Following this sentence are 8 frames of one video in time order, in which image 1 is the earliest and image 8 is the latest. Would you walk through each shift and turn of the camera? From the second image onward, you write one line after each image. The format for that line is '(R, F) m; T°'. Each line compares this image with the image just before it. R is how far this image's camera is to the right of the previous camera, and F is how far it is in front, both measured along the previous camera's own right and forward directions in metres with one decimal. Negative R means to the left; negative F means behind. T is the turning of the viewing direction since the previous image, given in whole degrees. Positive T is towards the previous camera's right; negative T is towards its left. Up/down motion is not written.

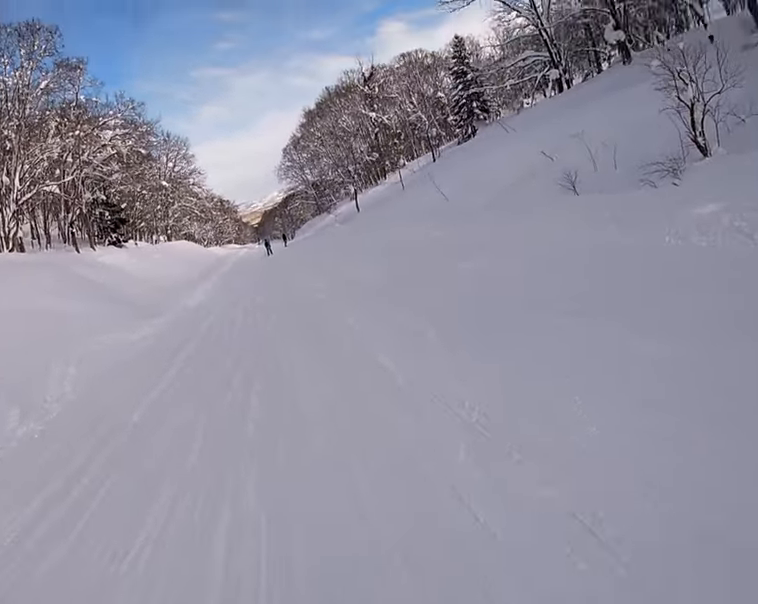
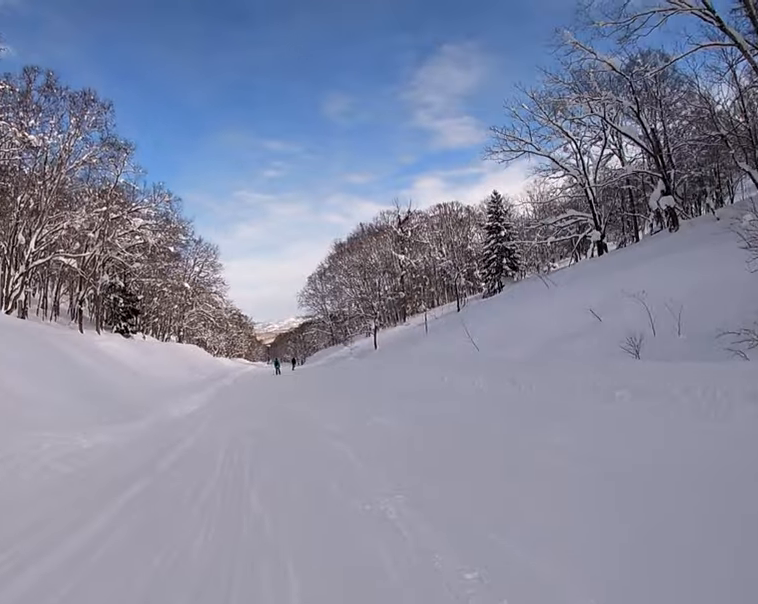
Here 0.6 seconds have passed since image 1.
(-0.3, +3.3) m; -5°
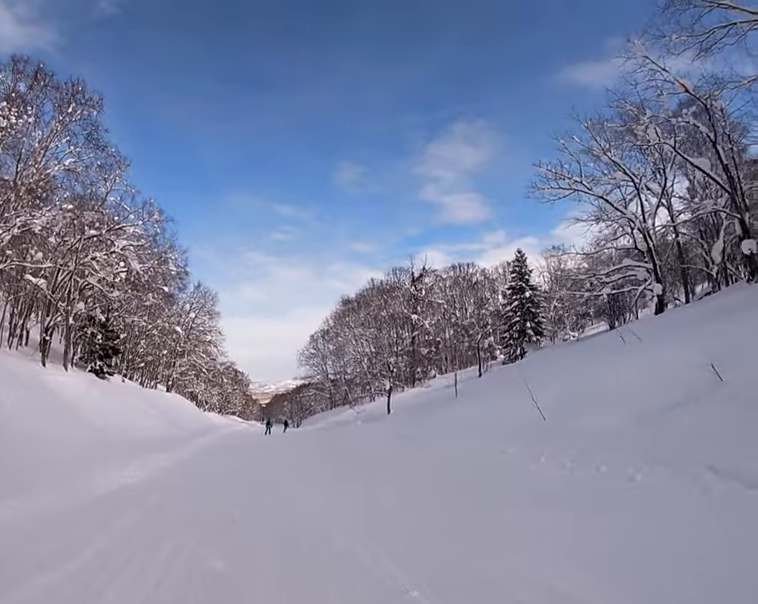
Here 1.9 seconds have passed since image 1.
(+0.3, +8.0) m; +10°
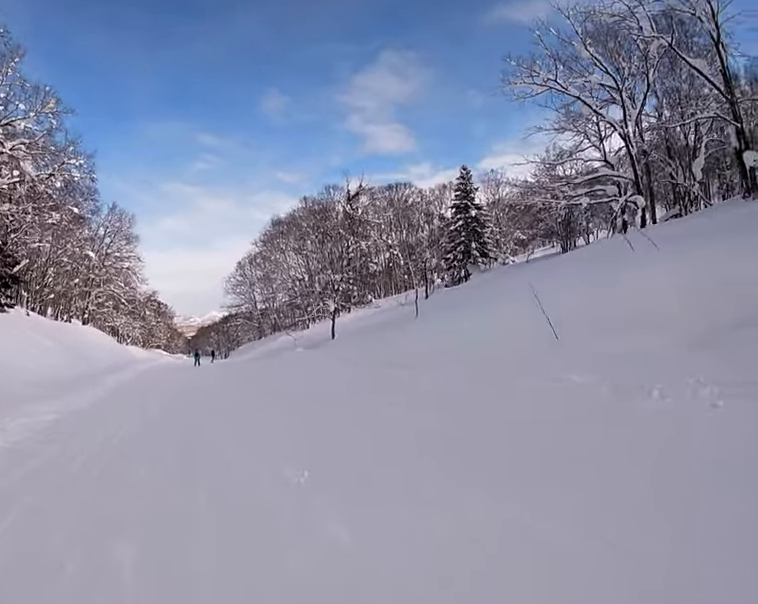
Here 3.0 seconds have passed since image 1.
(+0.7, +6.0) m; 0°
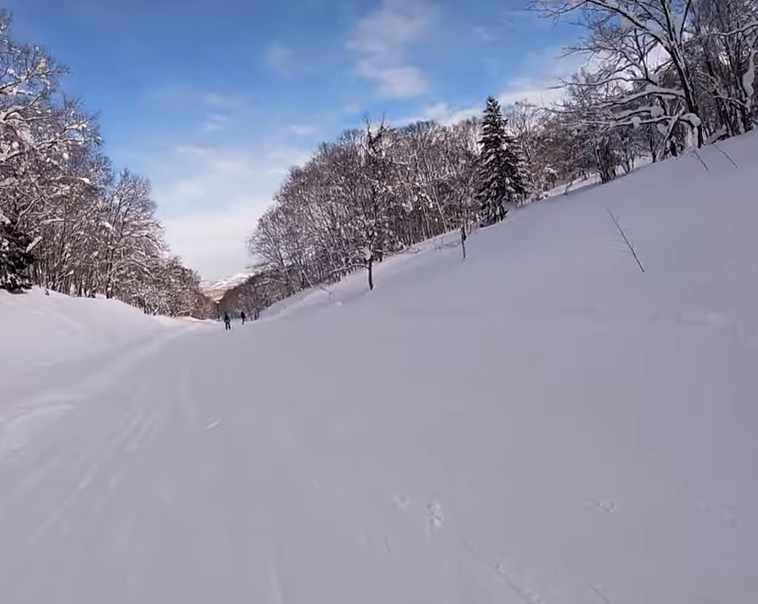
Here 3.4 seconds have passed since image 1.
(+0.2, +2.4) m; -7°
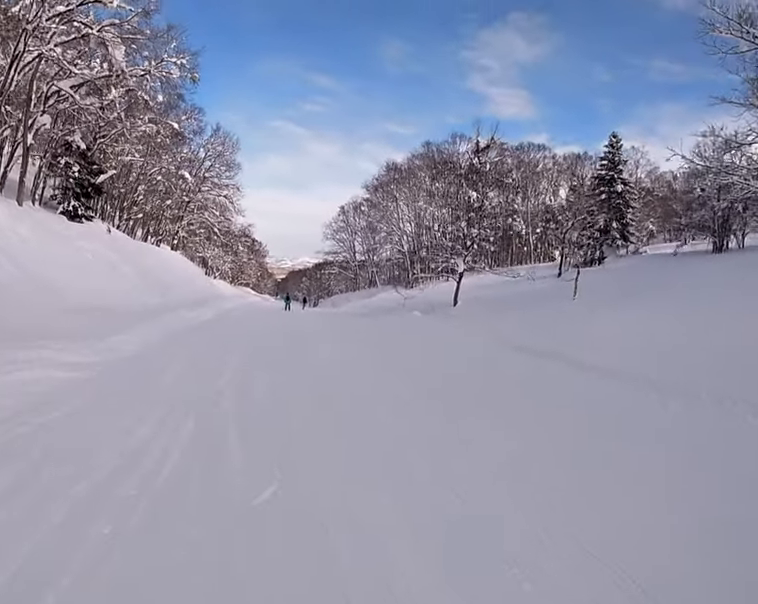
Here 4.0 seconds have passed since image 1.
(-0.4, +3.2) m; -5°
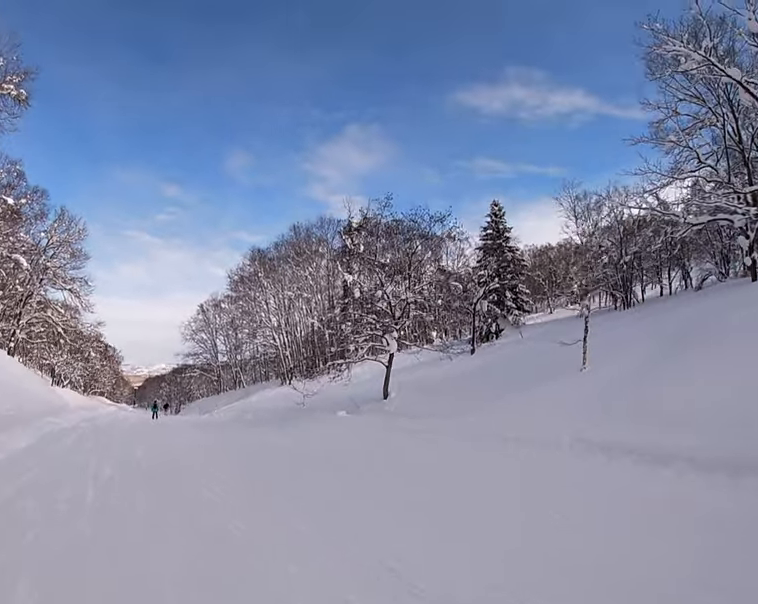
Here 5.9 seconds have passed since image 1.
(+0.5, +9.8) m; +11°
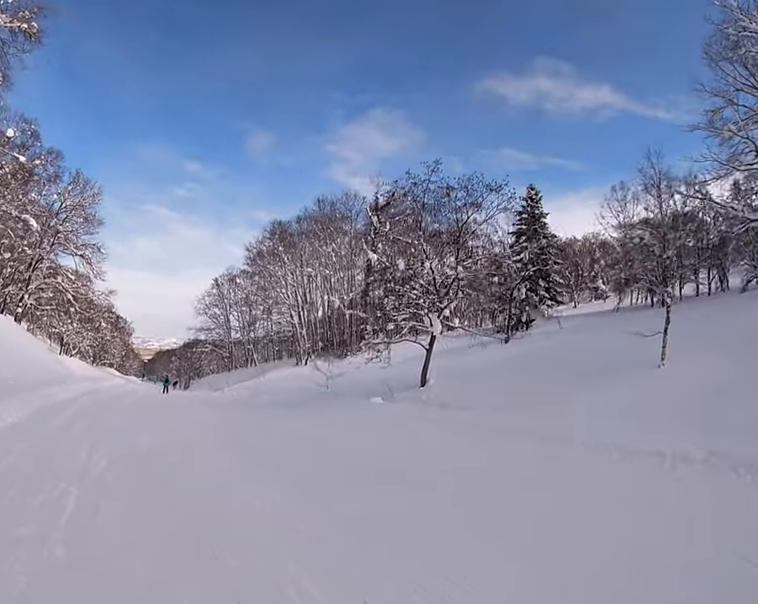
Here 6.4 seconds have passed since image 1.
(-0.3, +2.5) m; +1°
